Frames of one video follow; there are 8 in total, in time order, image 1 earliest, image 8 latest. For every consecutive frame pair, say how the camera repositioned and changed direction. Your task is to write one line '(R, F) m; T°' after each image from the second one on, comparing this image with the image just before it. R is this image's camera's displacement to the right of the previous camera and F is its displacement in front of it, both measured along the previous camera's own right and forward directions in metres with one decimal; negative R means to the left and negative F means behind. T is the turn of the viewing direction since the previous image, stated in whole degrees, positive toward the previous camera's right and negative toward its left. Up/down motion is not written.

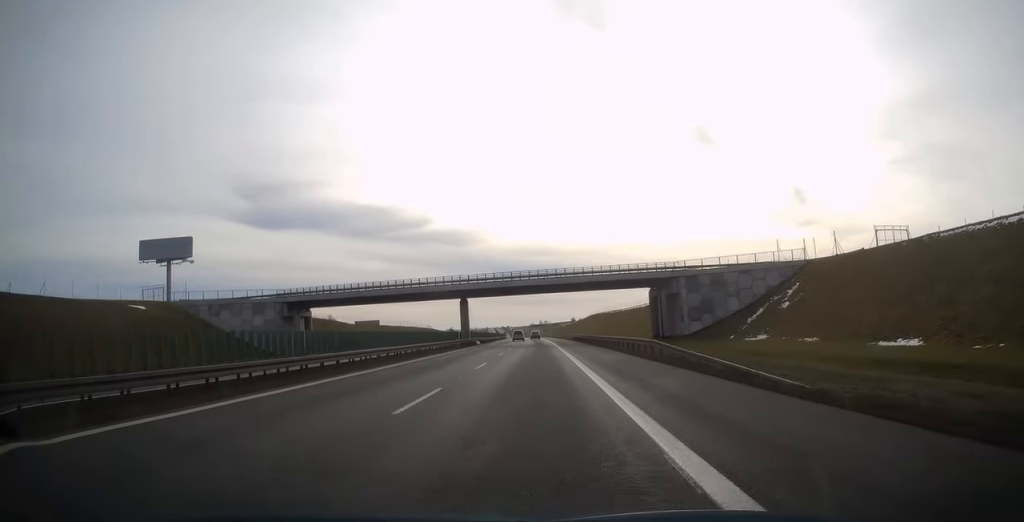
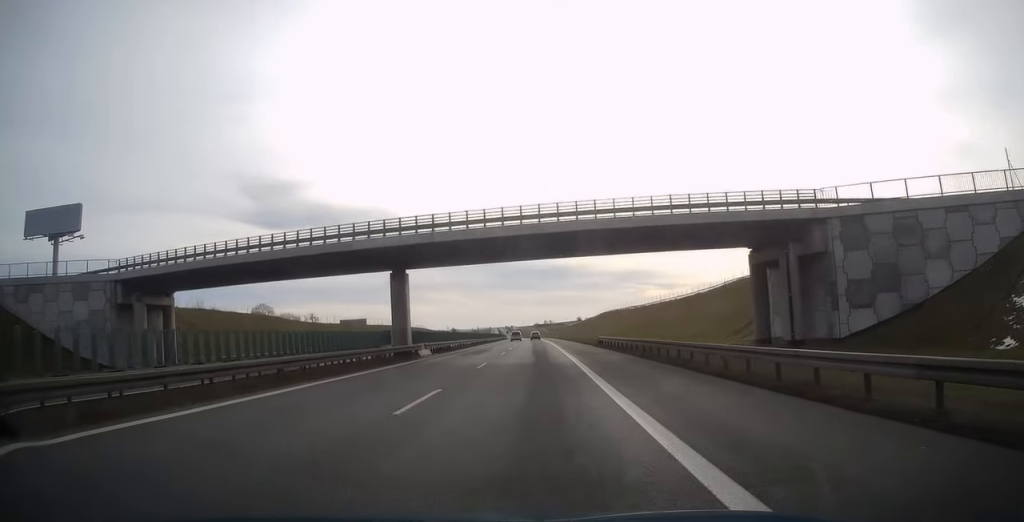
(-0.1, +35.3) m; 0°
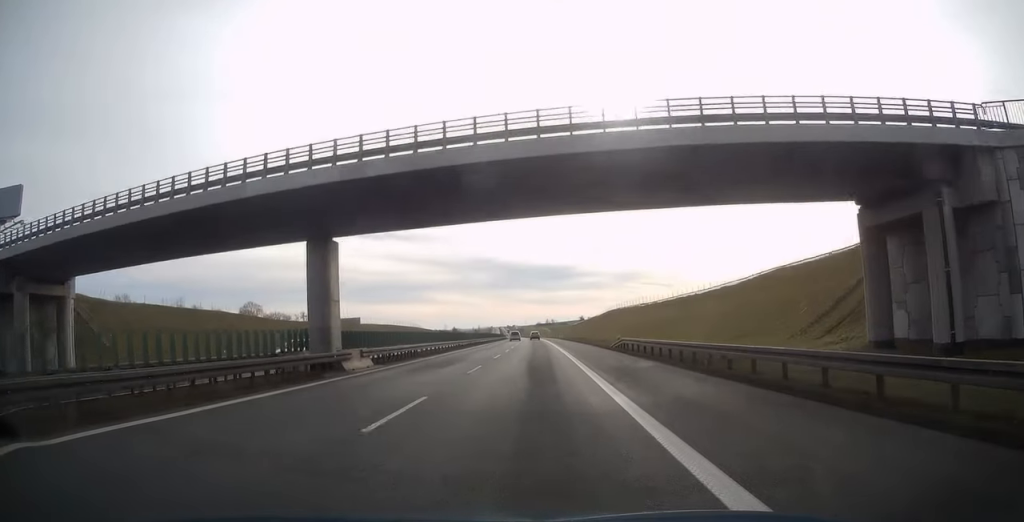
(0.0, +14.3) m; 0°
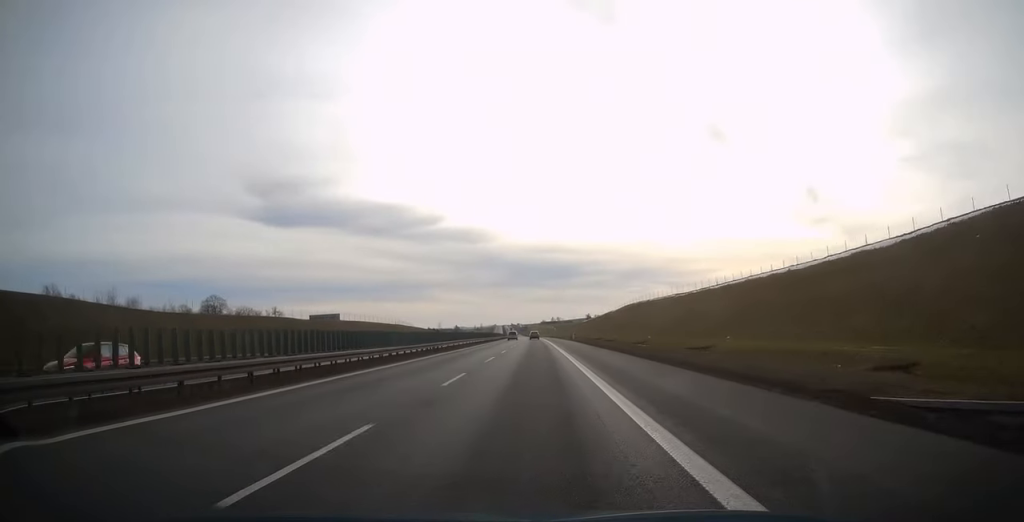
(-0.2, +38.5) m; -1°
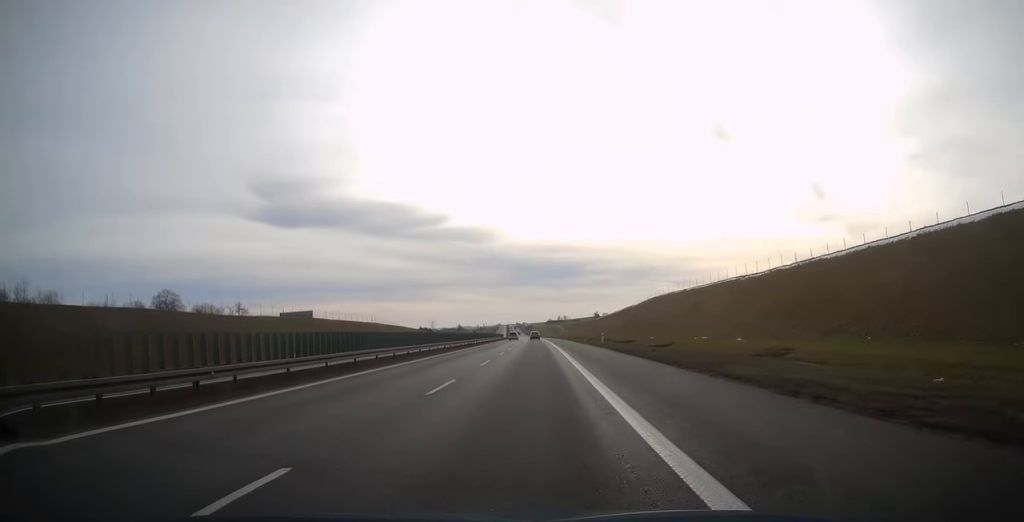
(-0.3, +38.5) m; -1°
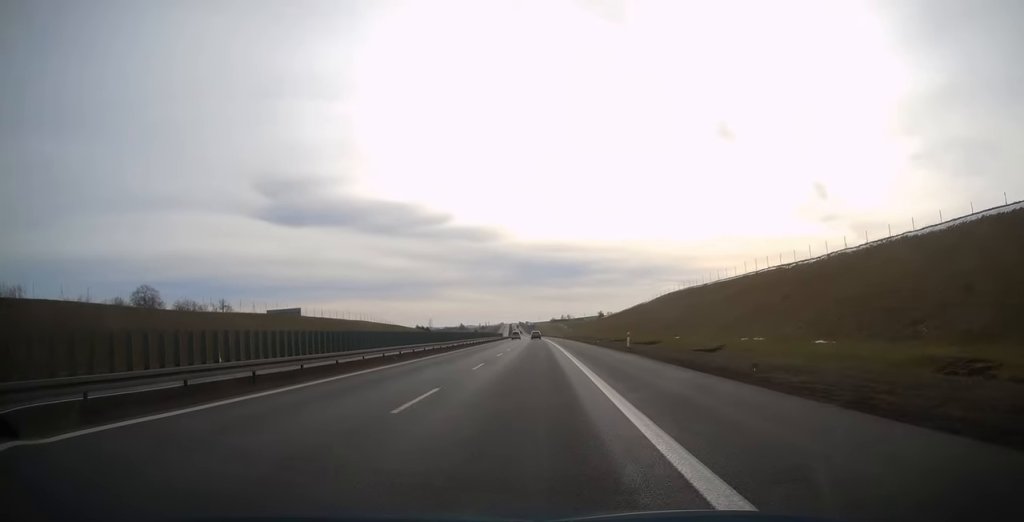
(0.0, +14.9) m; 0°
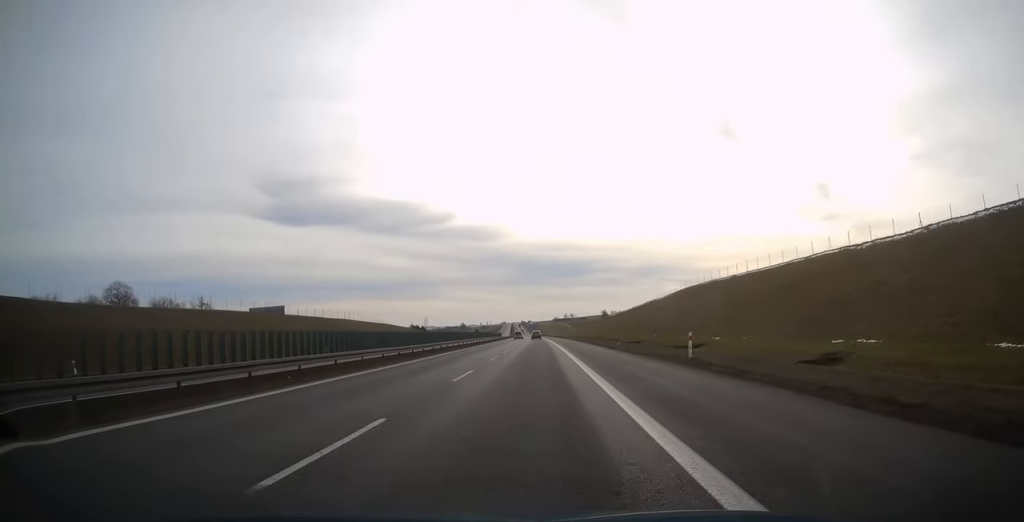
(+0.1, +16.4) m; 0°
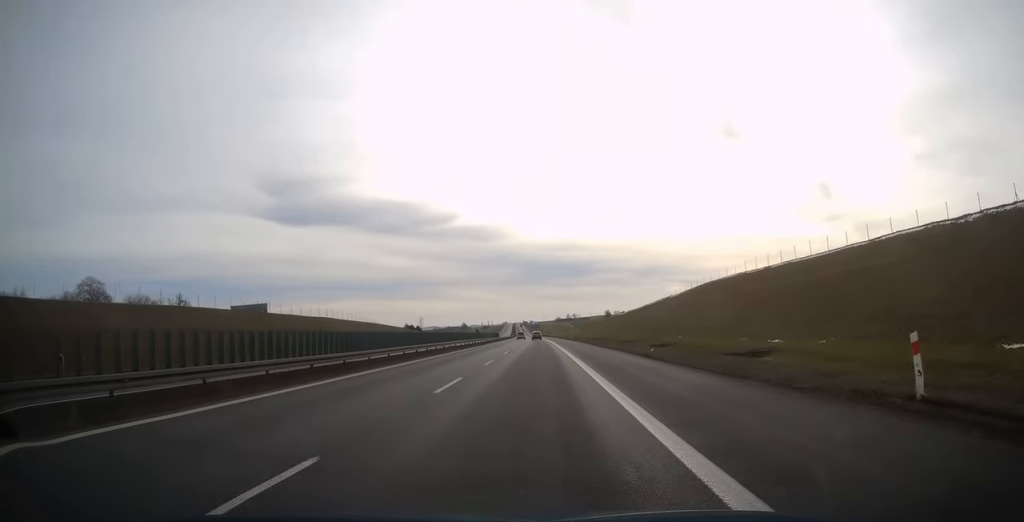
(-0.1, +14.8) m; 0°
